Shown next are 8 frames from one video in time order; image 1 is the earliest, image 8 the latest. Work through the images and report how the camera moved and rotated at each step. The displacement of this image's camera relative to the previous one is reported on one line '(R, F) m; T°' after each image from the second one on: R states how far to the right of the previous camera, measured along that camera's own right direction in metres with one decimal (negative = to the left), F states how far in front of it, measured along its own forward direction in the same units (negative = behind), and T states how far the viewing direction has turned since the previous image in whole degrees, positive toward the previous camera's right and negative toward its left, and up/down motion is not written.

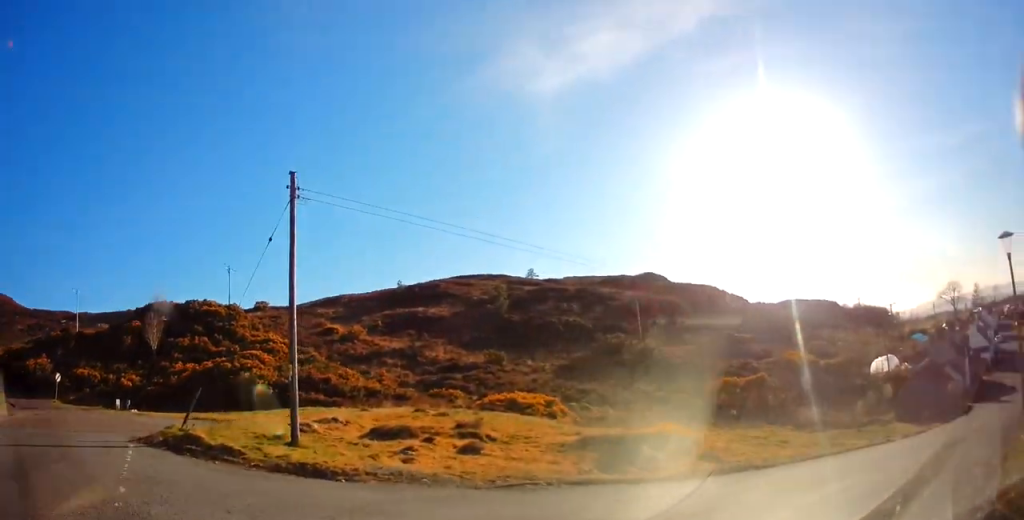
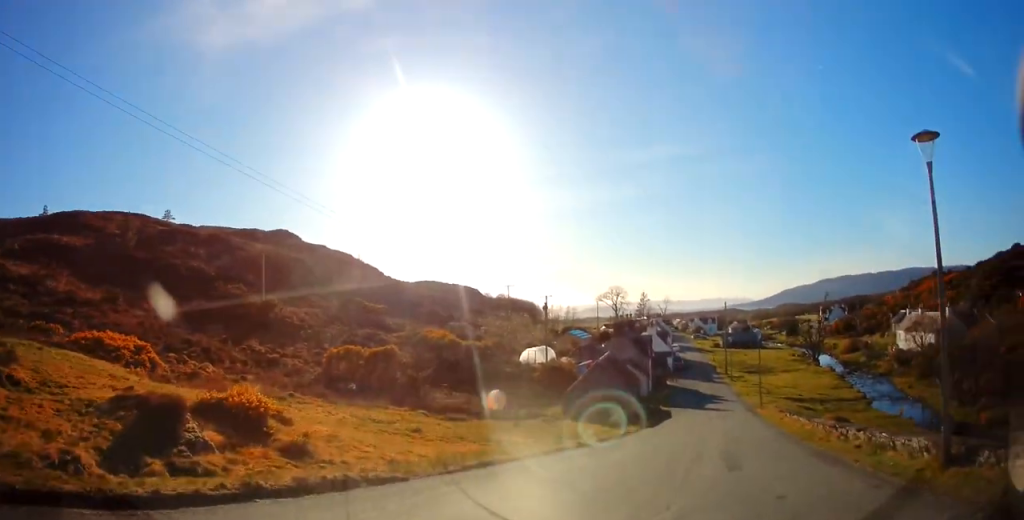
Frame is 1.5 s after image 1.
(+2.3, +6.0) m; +34°
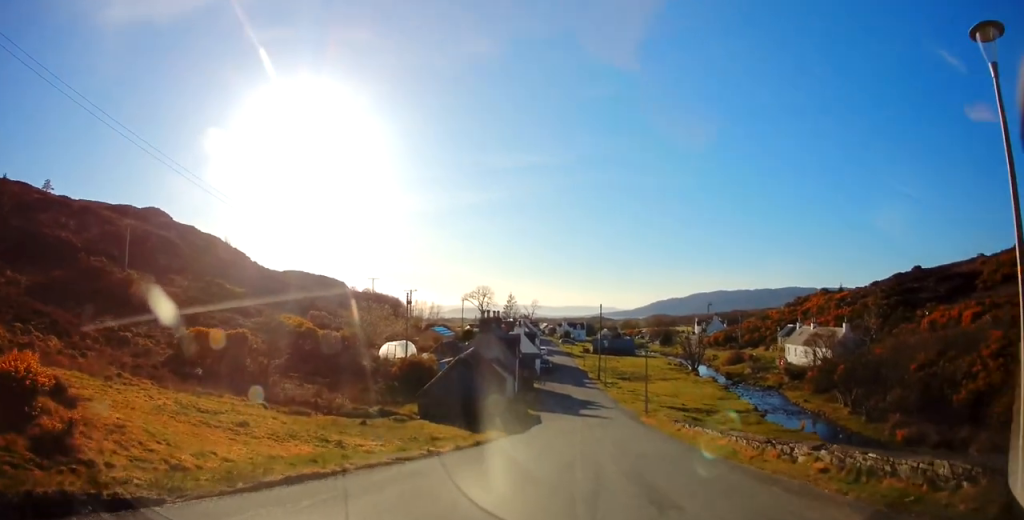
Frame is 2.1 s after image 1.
(+0.3, +3.2) m; +11°
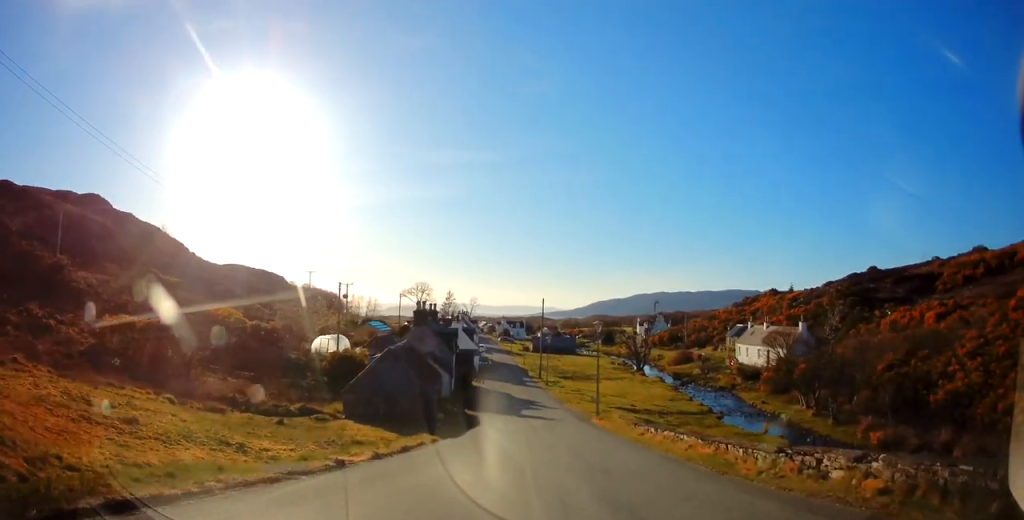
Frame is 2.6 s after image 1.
(+0.1, +2.7) m; +9°
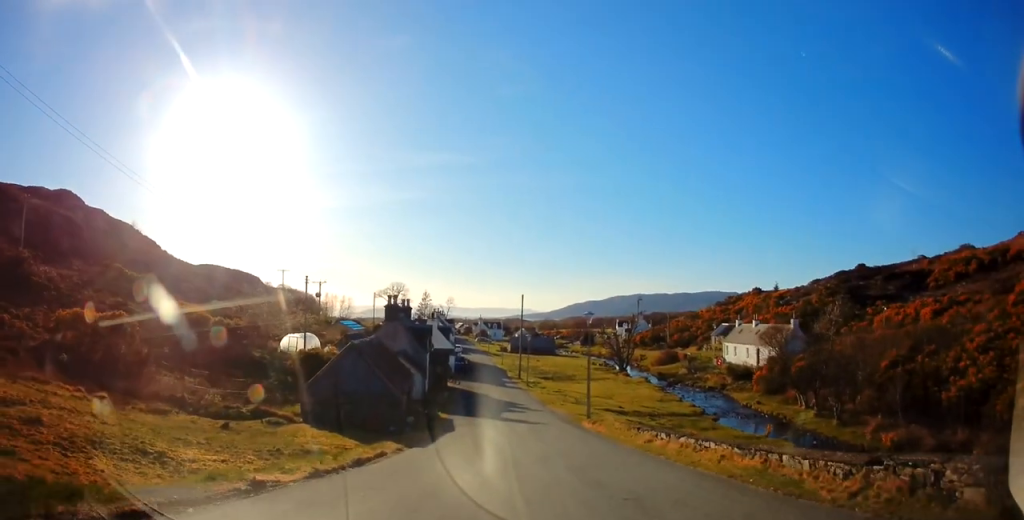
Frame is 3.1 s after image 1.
(+0.2, +2.8) m; +7°
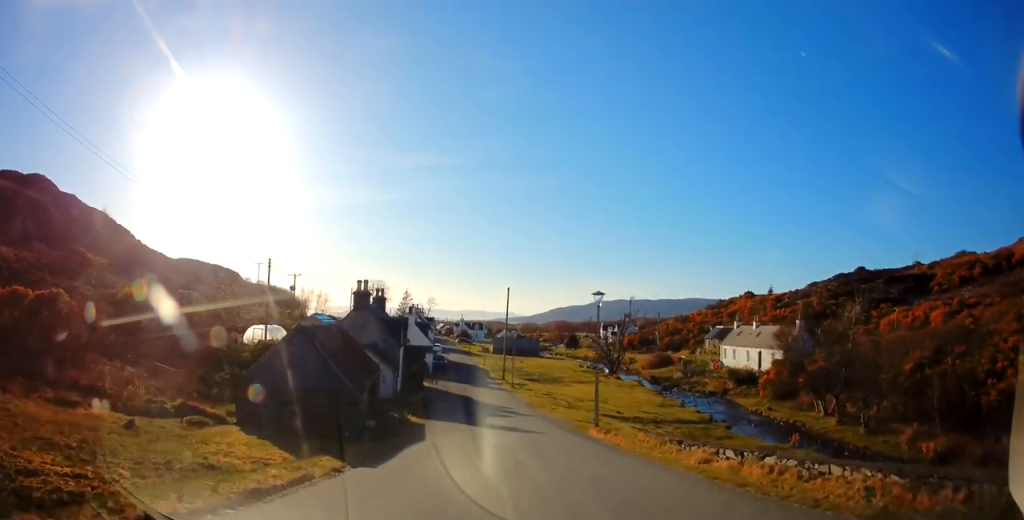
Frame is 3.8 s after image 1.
(+0.5, +4.4) m; +8°
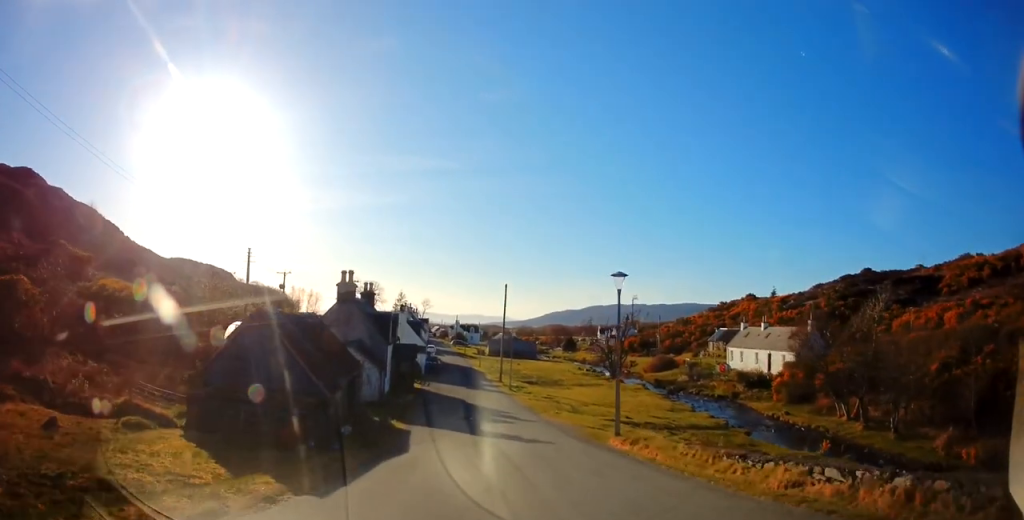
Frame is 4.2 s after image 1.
(+0.1, +3.0) m; +1°
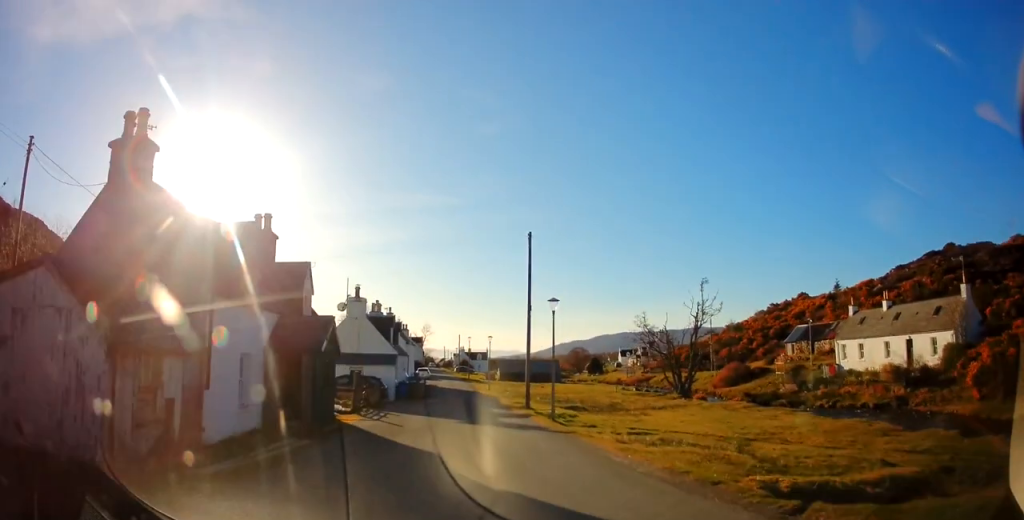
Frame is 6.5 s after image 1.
(+1.1, +20.7) m; +4°
